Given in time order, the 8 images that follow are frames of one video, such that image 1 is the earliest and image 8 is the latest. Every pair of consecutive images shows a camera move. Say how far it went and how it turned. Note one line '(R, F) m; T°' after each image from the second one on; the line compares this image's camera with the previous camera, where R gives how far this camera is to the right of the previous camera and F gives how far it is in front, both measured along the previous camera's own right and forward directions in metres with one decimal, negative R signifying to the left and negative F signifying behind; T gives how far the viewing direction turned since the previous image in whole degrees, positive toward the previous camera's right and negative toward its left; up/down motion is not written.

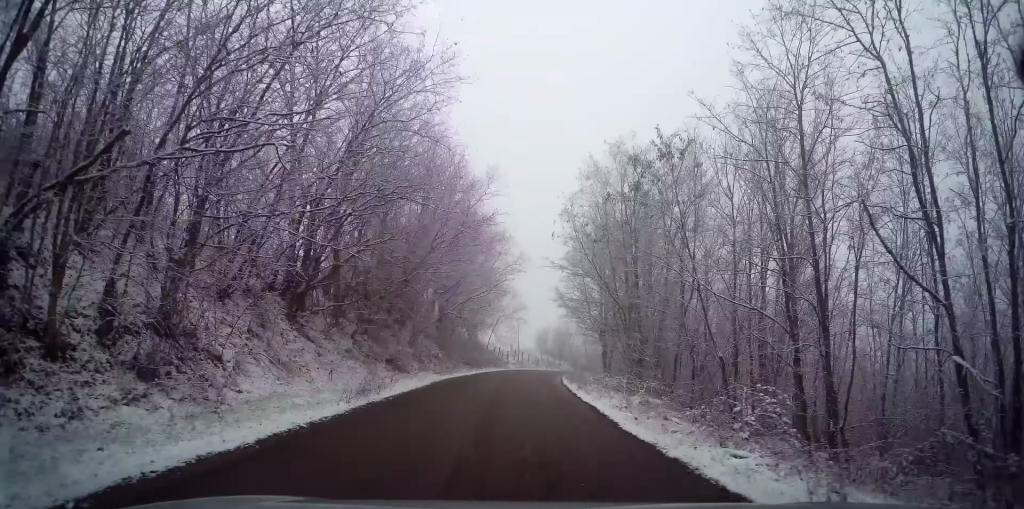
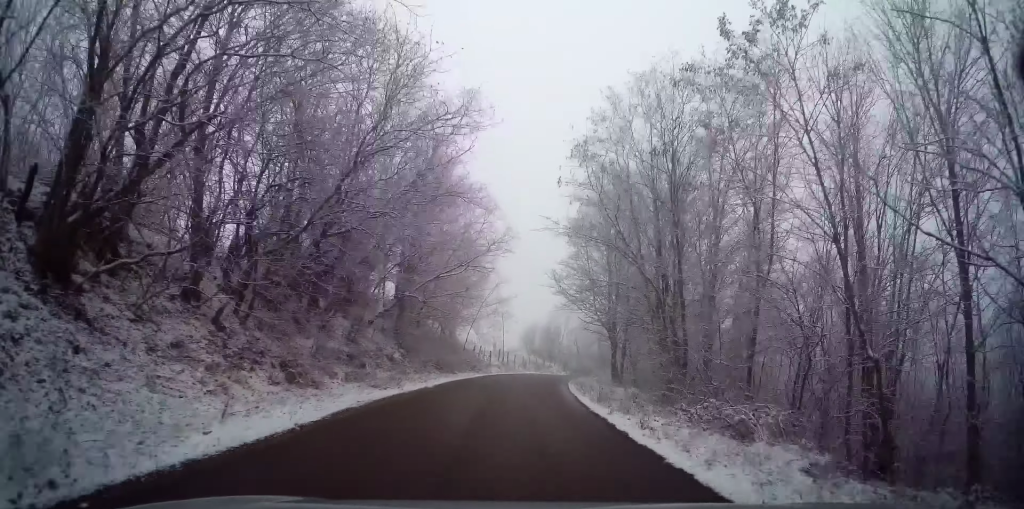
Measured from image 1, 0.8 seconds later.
(-0.5, +9.6) m; +1°
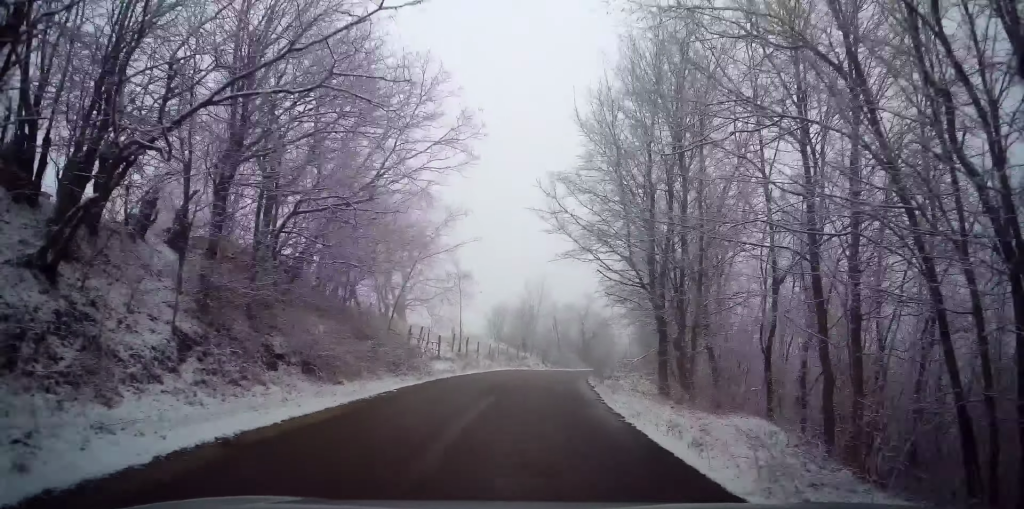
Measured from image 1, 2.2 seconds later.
(+1.0, +16.8) m; +5°
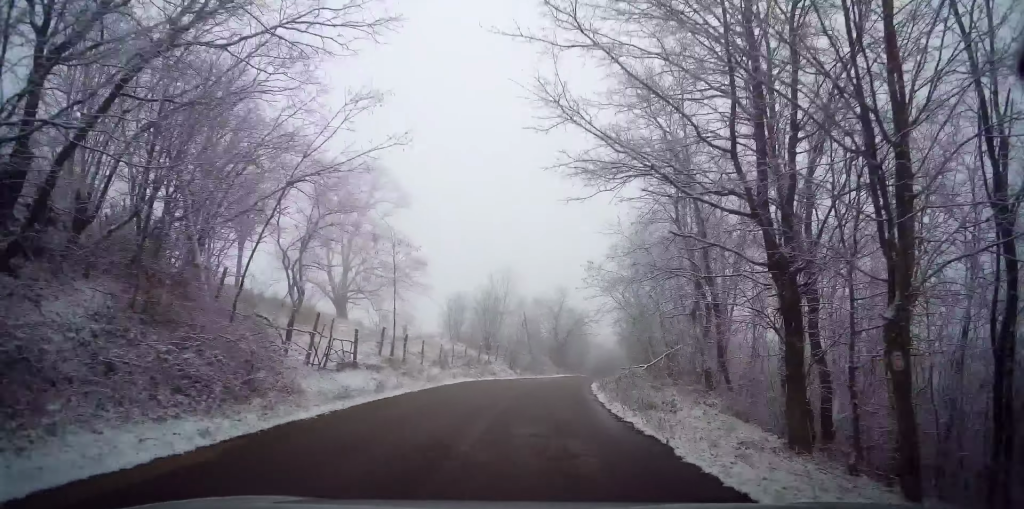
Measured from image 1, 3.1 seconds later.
(-0.1, +11.0) m; +3°
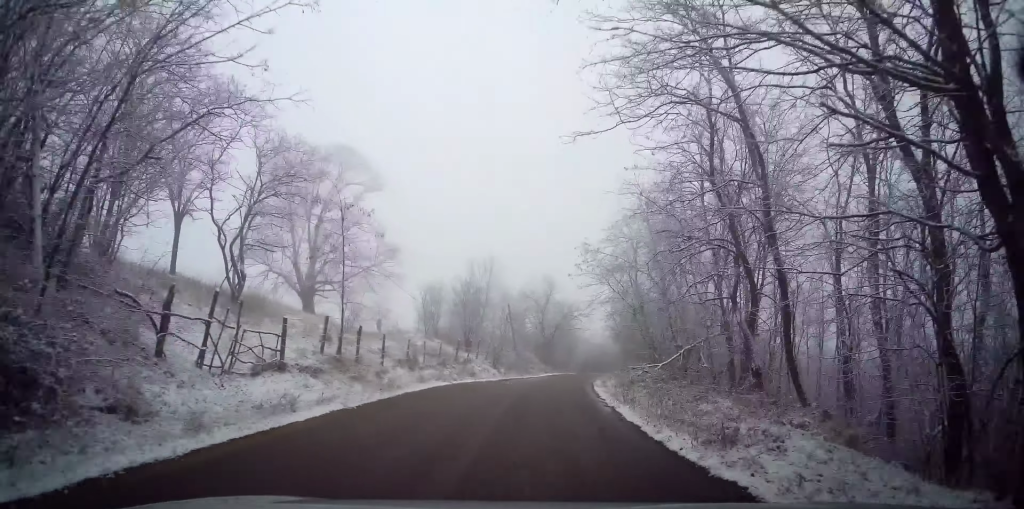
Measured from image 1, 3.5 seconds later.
(+0.3, +5.3) m; +2°
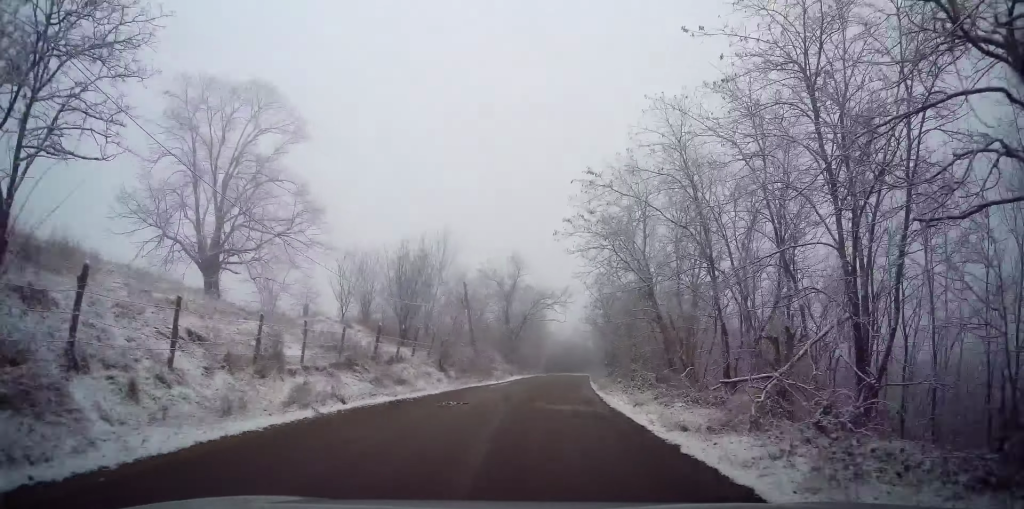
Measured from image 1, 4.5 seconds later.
(+0.5, +11.9) m; +4°
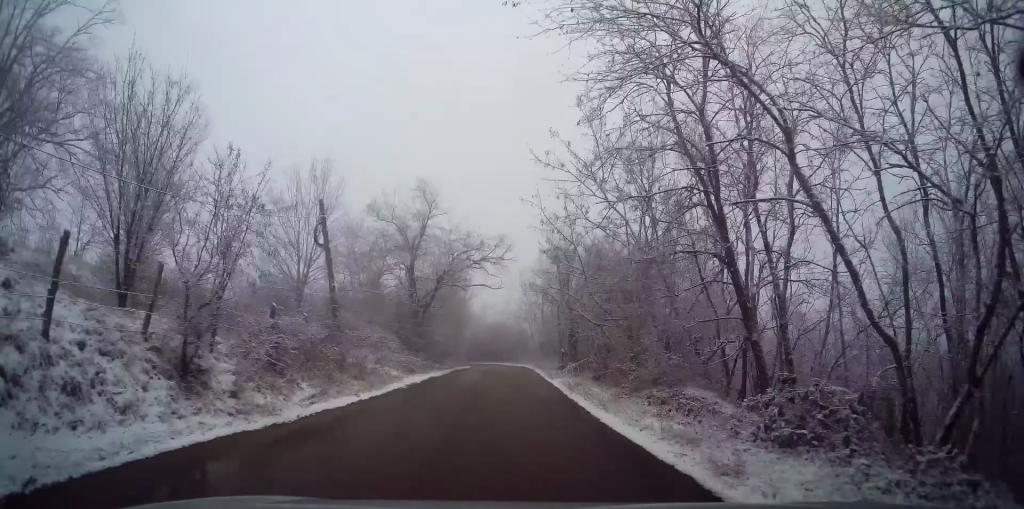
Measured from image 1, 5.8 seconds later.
(+0.9, +16.4) m; +7°
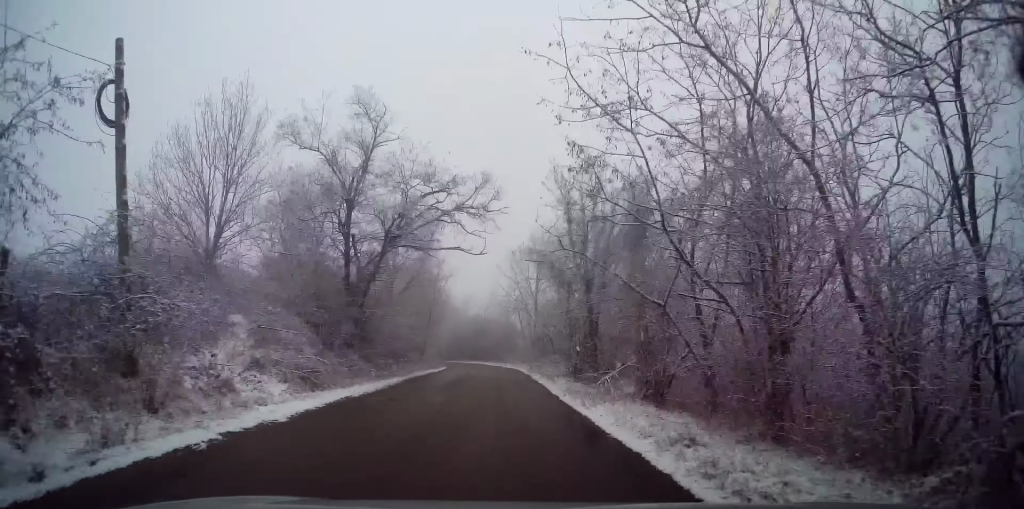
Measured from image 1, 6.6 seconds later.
(+0.5, +10.4) m; +2°
